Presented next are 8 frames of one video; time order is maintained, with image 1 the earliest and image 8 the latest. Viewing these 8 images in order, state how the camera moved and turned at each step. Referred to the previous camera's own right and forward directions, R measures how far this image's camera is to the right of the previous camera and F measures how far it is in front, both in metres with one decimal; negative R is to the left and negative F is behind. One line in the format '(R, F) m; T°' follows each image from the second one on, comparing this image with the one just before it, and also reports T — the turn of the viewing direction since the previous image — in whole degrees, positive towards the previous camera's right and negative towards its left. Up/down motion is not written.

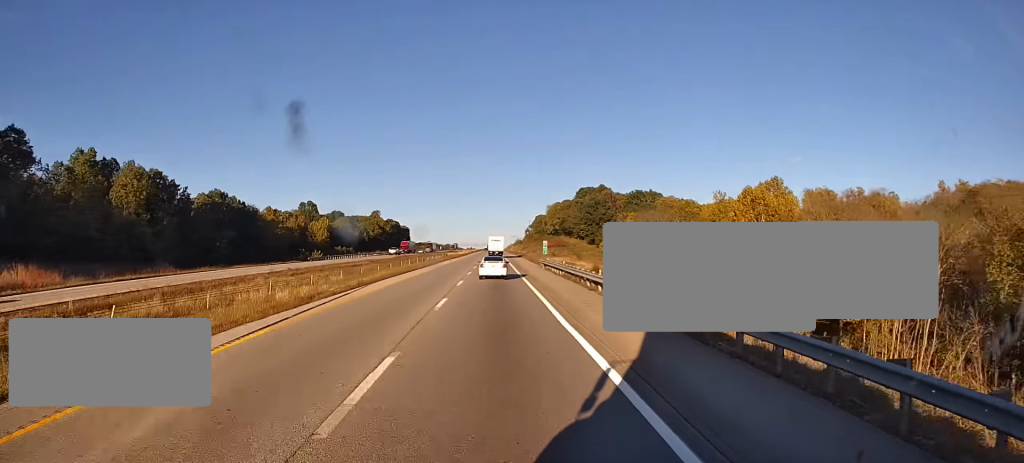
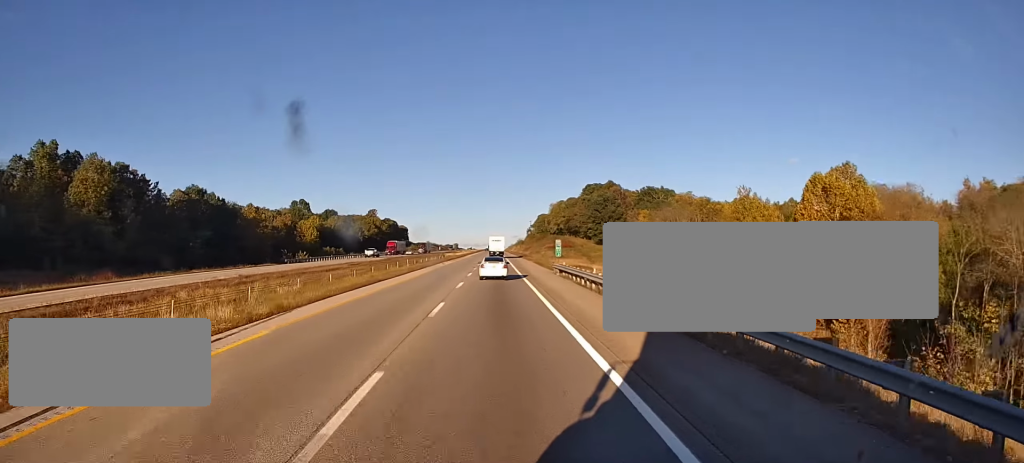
(0.0, +13.5) m; 0°
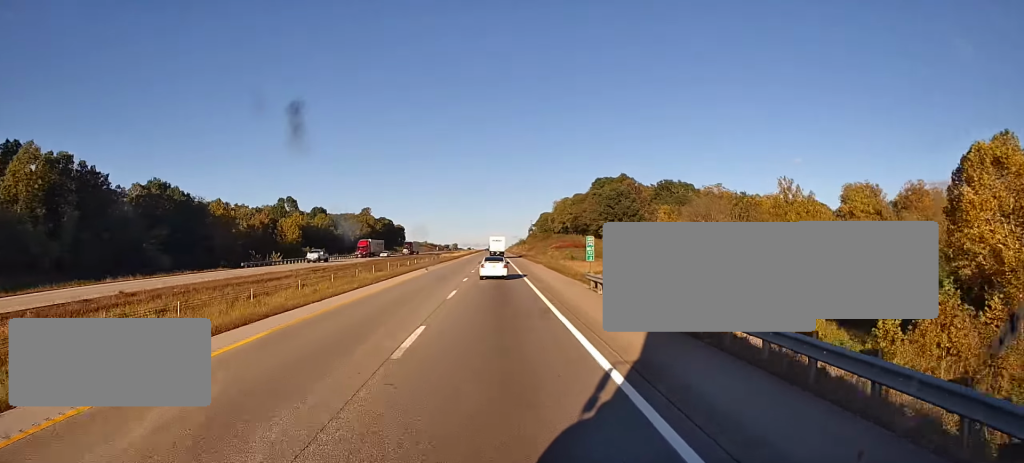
(+0.2, +18.7) m; 0°
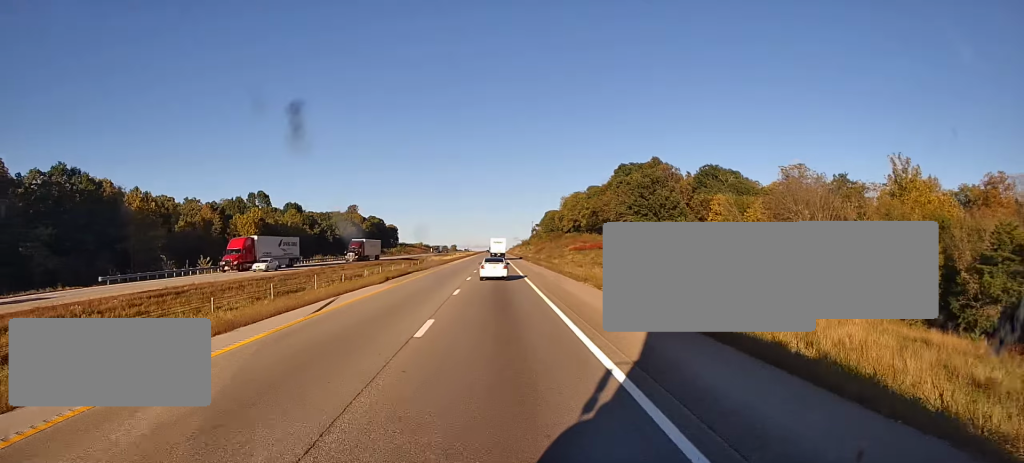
(-0.1, +34.0) m; 0°
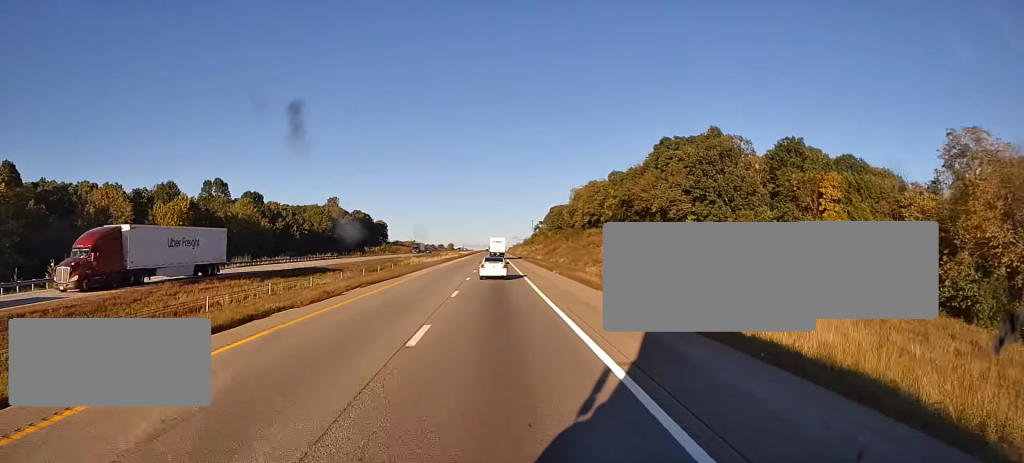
(-0.1, +37.7) m; -1°
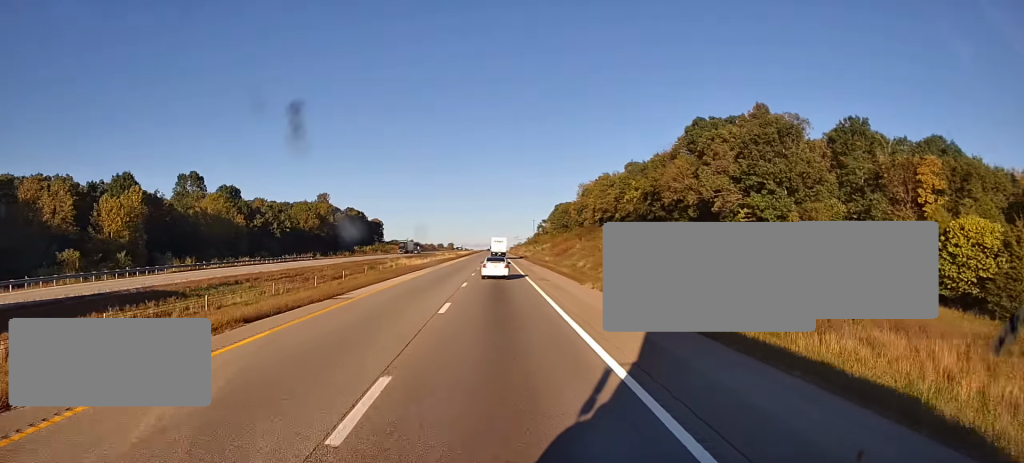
(-0.5, +18.3) m; 0°
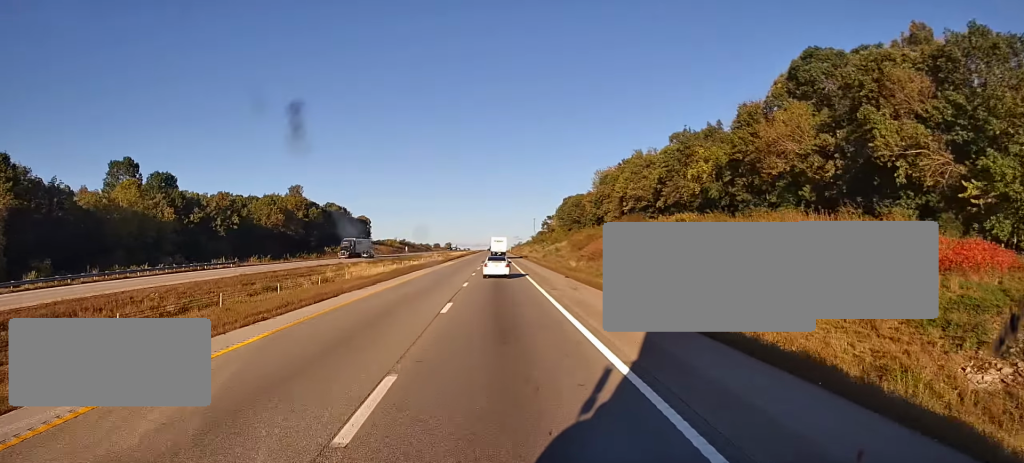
(+0.5, +36.5) m; +2°
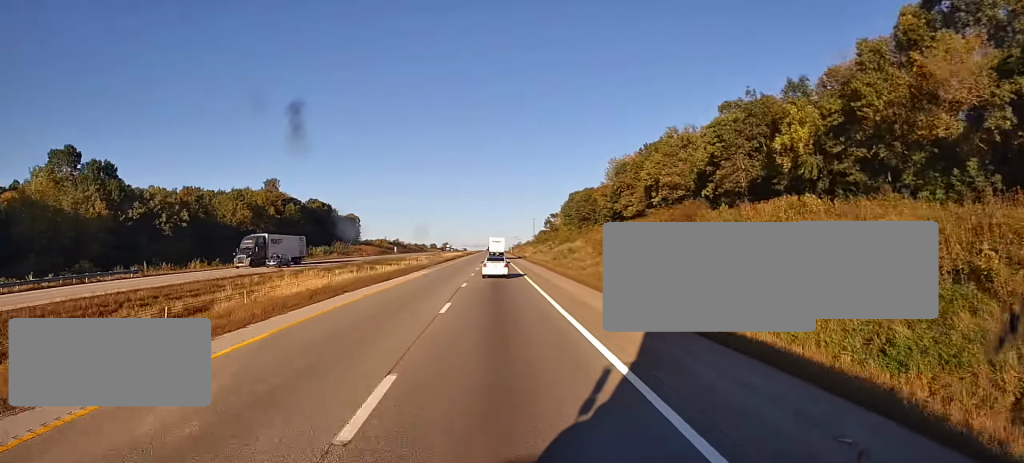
(+0.3, +24.2) m; 0°
